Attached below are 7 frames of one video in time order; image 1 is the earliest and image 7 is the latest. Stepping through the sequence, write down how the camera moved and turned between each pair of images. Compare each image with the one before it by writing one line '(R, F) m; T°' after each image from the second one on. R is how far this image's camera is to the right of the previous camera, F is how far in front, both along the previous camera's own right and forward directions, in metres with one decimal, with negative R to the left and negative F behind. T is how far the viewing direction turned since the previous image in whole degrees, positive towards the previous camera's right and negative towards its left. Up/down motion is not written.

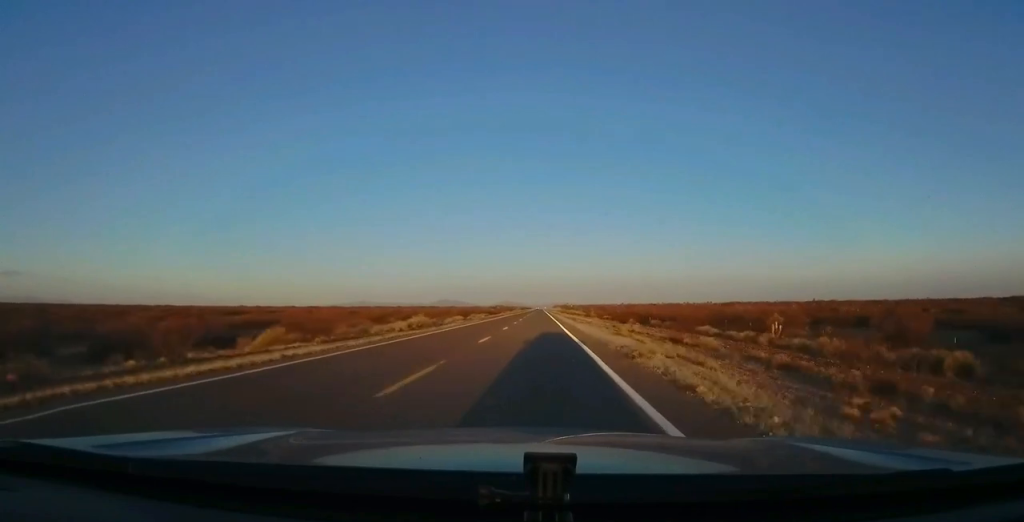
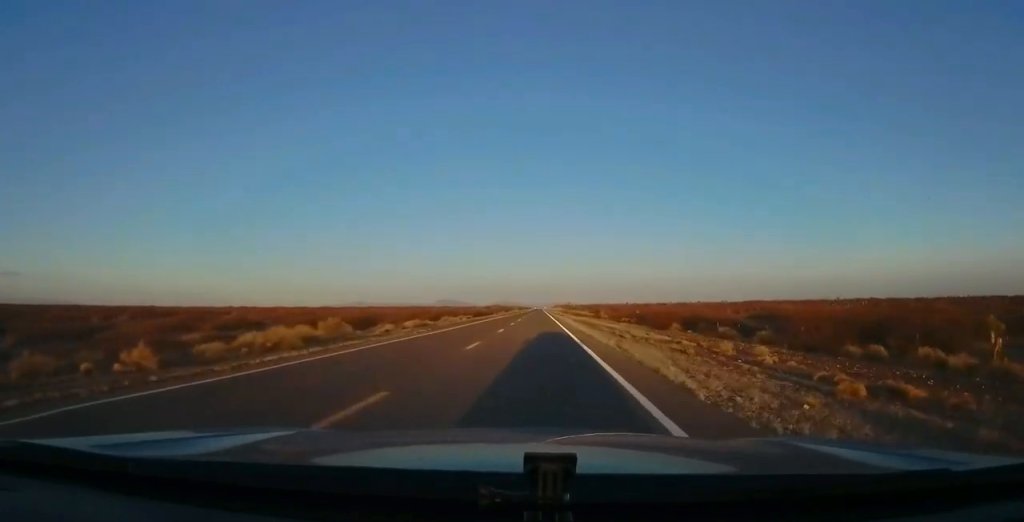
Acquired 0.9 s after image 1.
(+0.2, +27.3) m; 0°
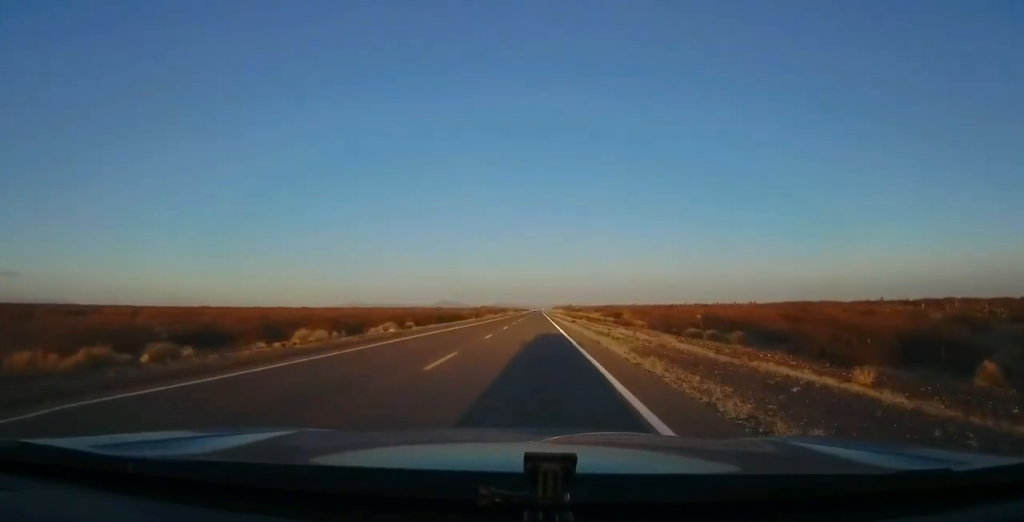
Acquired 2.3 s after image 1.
(-0.3, +41.0) m; 0°
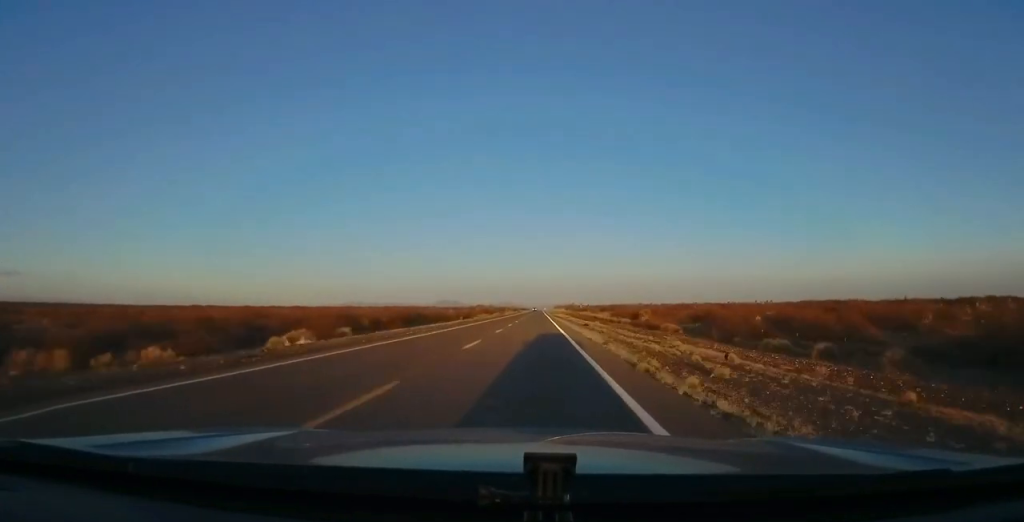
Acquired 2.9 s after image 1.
(+0.3, +17.6) m; +1°
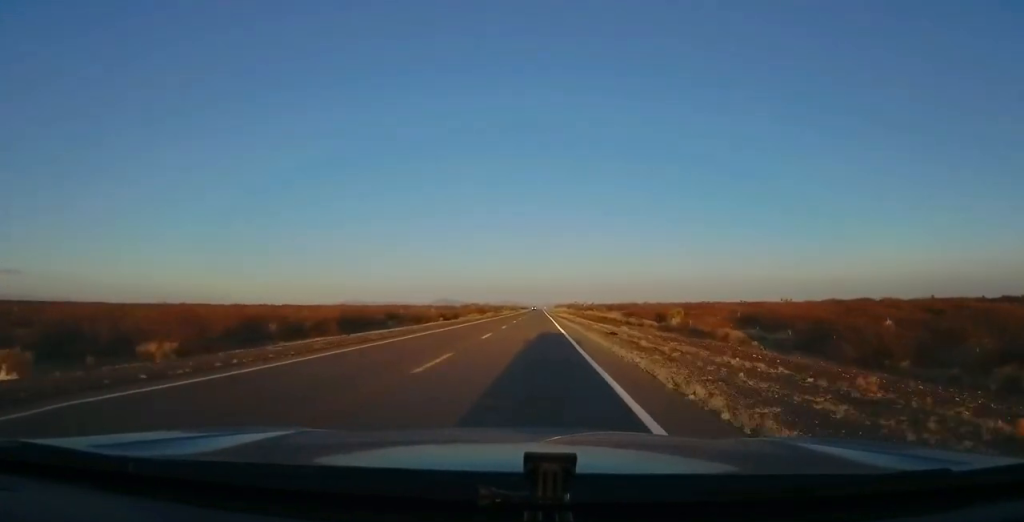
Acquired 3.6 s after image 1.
(+0.1, +18.6) m; 0°
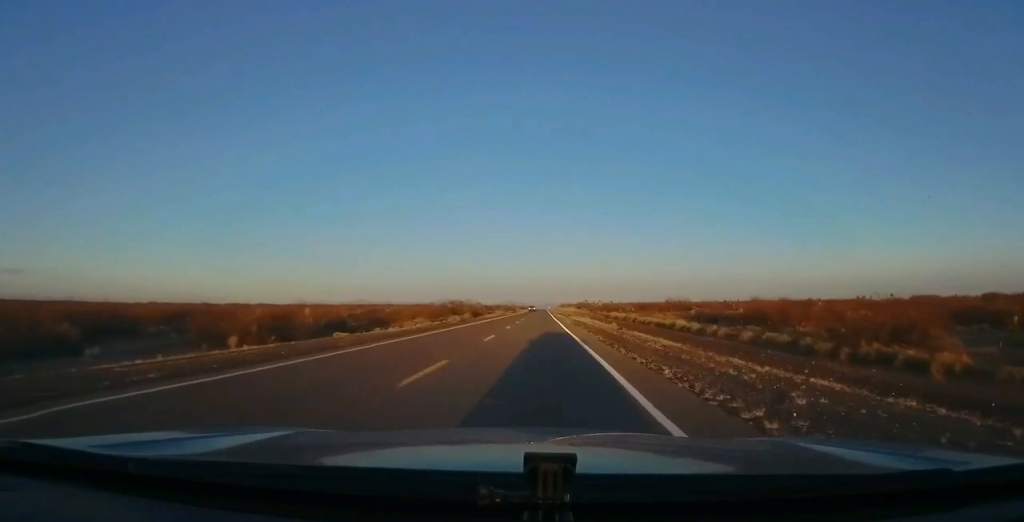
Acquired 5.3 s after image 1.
(0.0, +49.9) m; -1°
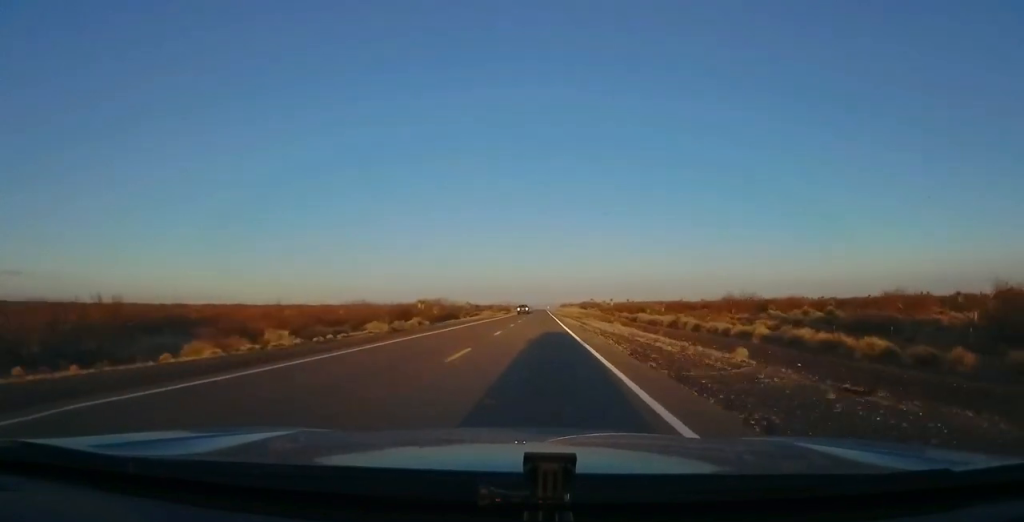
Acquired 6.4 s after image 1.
(-0.4, +32.3) m; 0°
